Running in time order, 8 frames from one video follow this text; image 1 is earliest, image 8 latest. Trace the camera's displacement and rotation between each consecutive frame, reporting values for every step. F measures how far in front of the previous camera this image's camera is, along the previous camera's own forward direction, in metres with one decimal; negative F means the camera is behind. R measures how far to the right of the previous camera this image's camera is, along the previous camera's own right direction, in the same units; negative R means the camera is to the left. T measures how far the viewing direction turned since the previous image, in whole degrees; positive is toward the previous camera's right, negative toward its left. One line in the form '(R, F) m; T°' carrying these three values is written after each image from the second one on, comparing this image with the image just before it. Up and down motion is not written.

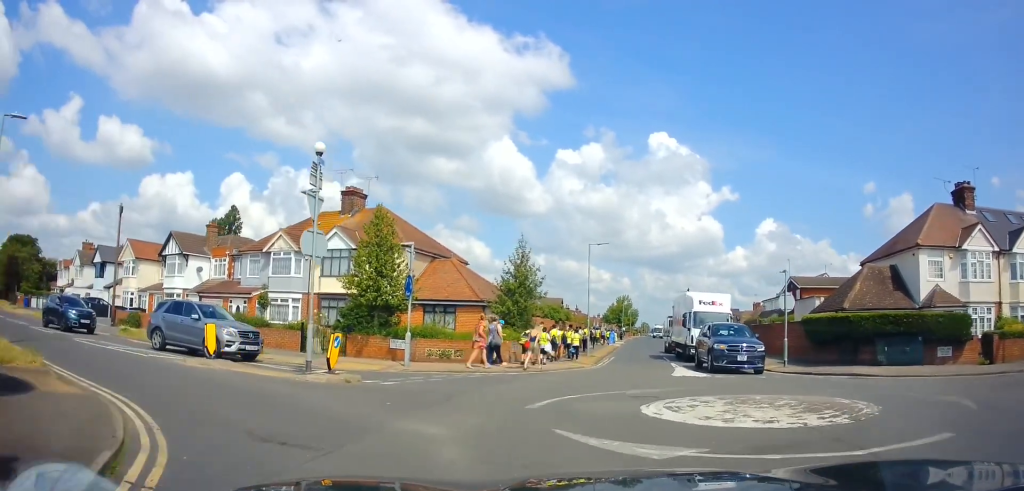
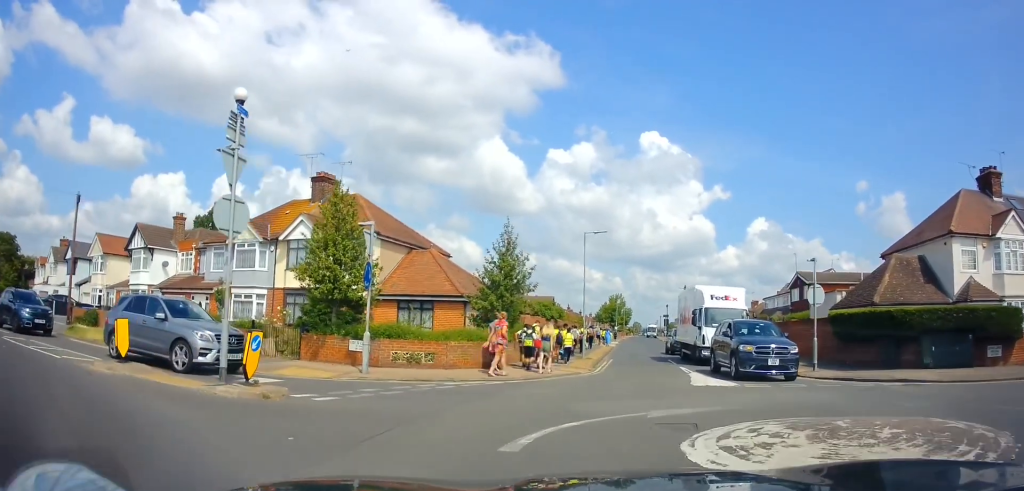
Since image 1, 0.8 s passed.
(+0.2, +3.2) m; +2°
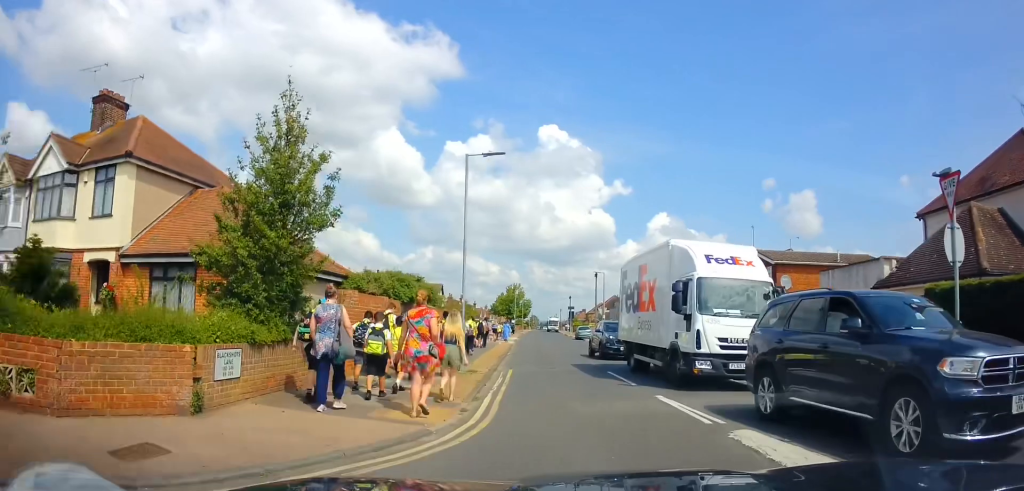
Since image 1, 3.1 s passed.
(+0.5, +11.2) m; +11°
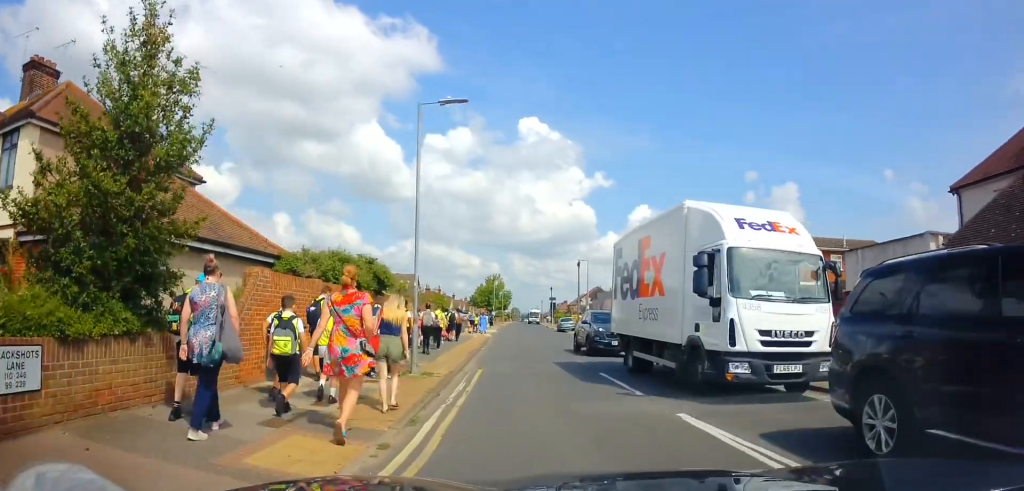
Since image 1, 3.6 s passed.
(+0.3, +3.1) m; +2°
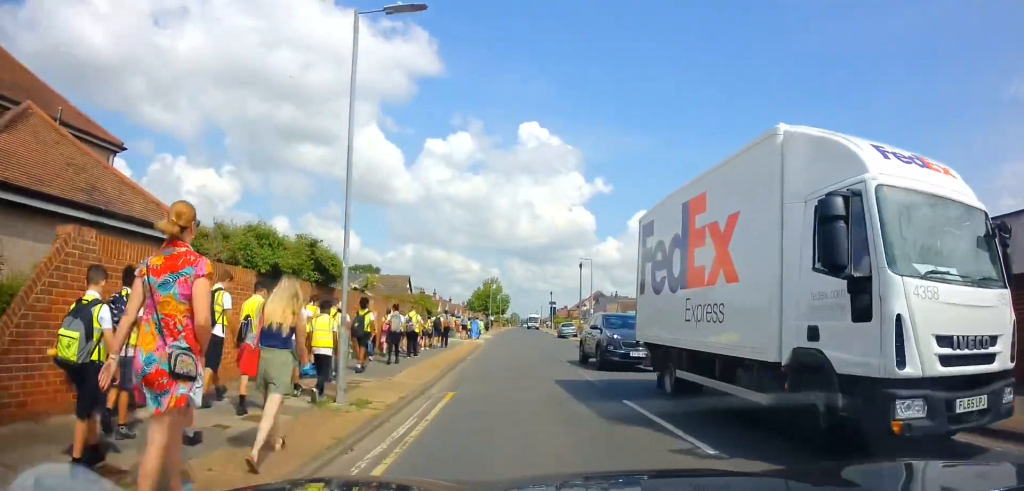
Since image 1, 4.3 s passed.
(0.0, +4.1) m; -1°
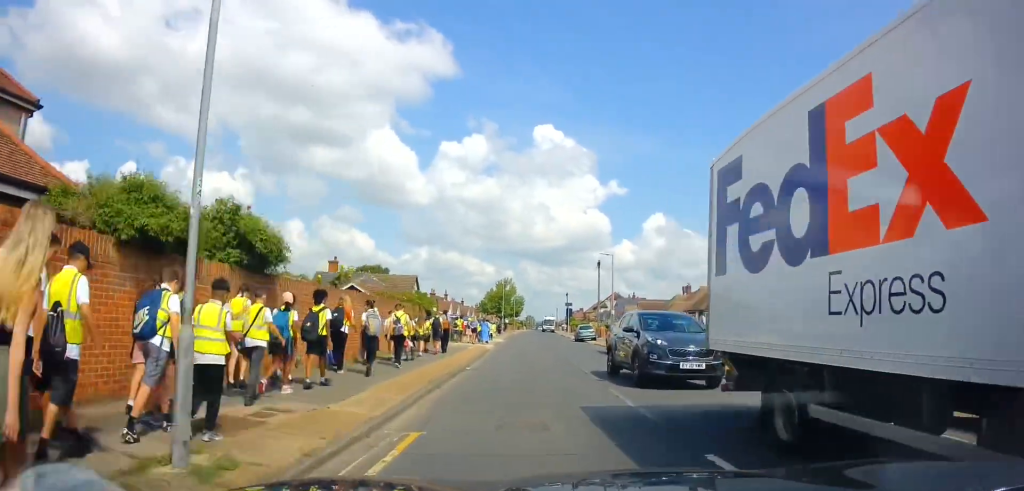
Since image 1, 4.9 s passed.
(-0.1, +3.7) m; -3°
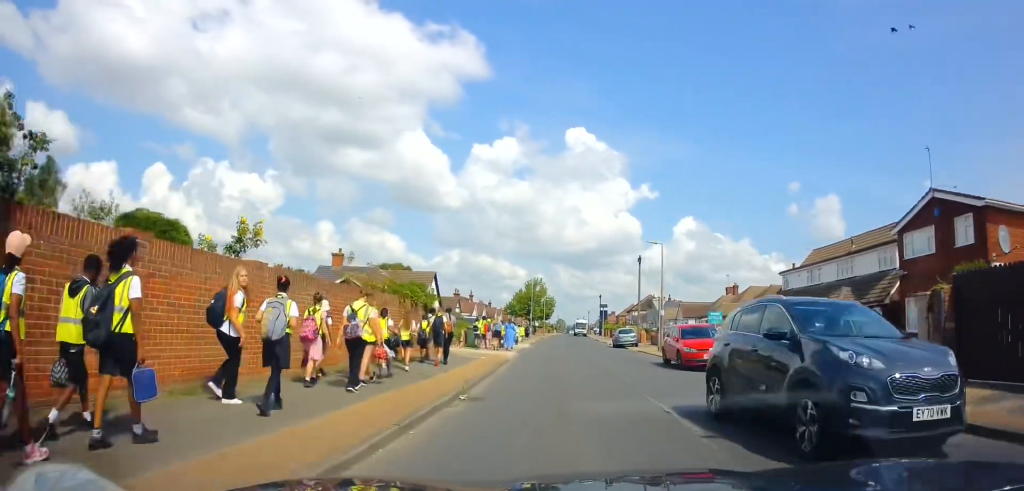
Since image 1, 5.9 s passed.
(-0.2, +6.5) m; -4°
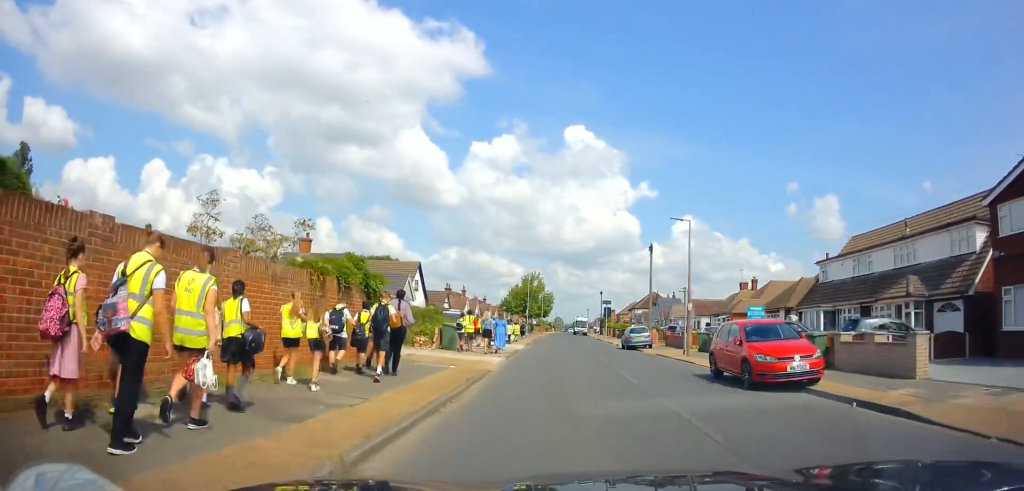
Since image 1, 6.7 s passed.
(-0.2, +6.4) m; +2°
